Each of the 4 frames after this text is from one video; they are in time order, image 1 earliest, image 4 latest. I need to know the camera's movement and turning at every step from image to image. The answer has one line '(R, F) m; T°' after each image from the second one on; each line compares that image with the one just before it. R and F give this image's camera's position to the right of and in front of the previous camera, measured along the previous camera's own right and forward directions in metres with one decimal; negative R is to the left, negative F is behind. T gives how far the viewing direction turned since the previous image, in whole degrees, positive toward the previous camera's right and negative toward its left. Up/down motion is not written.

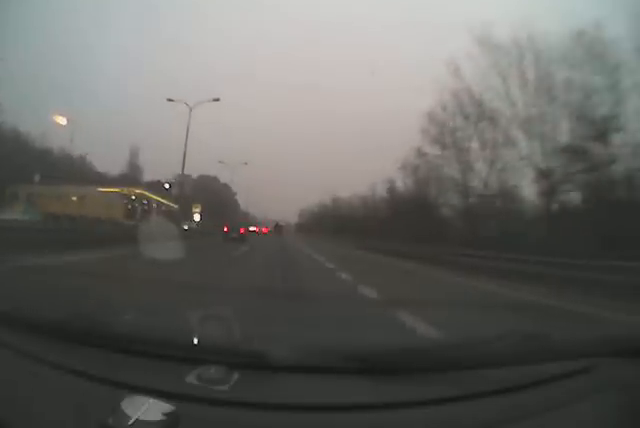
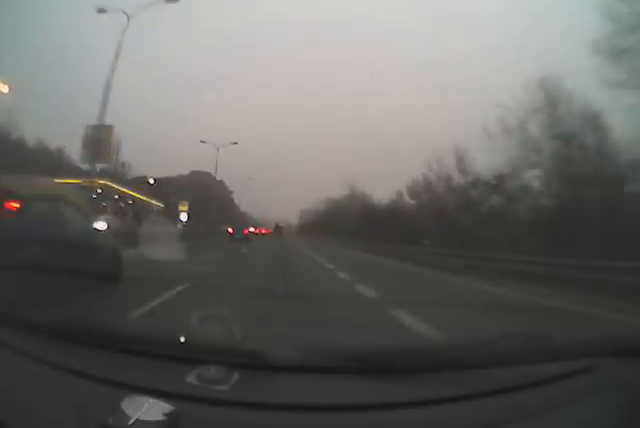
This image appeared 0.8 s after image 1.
(-0.4, +14.6) m; -1°
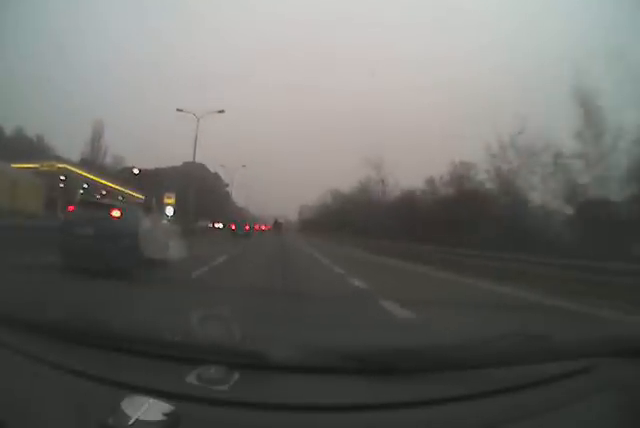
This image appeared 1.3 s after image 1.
(-0.1, +10.8) m; 0°
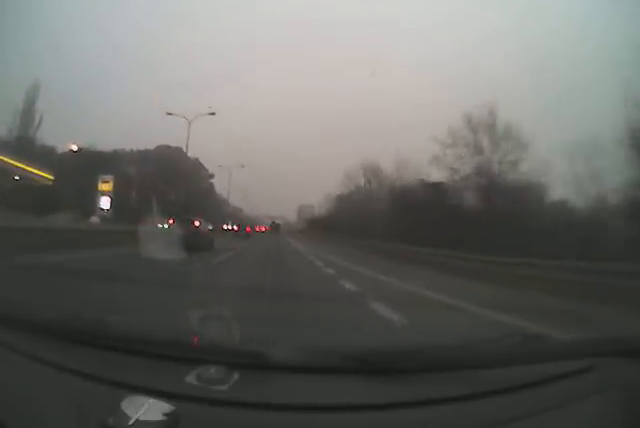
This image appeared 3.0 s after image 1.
(+0.9, +32.7) m; +4°
